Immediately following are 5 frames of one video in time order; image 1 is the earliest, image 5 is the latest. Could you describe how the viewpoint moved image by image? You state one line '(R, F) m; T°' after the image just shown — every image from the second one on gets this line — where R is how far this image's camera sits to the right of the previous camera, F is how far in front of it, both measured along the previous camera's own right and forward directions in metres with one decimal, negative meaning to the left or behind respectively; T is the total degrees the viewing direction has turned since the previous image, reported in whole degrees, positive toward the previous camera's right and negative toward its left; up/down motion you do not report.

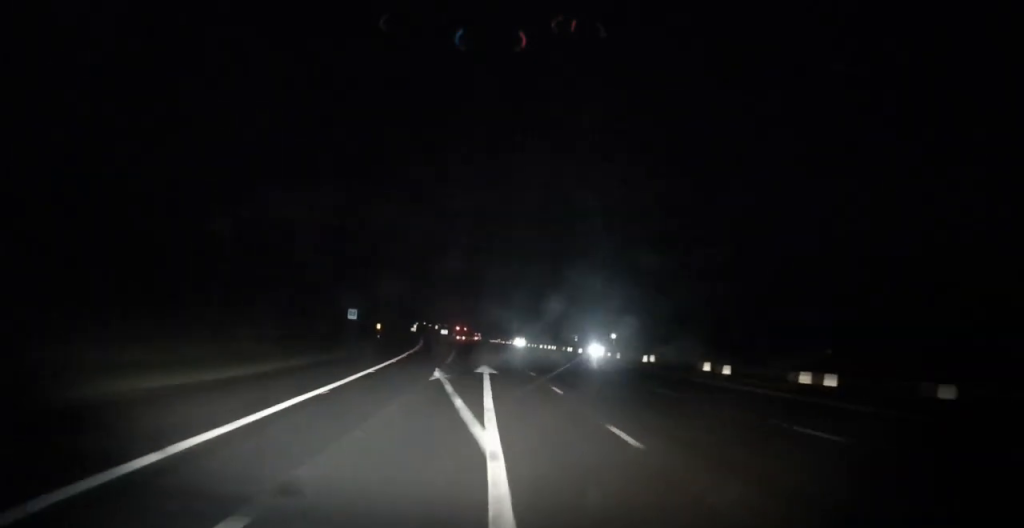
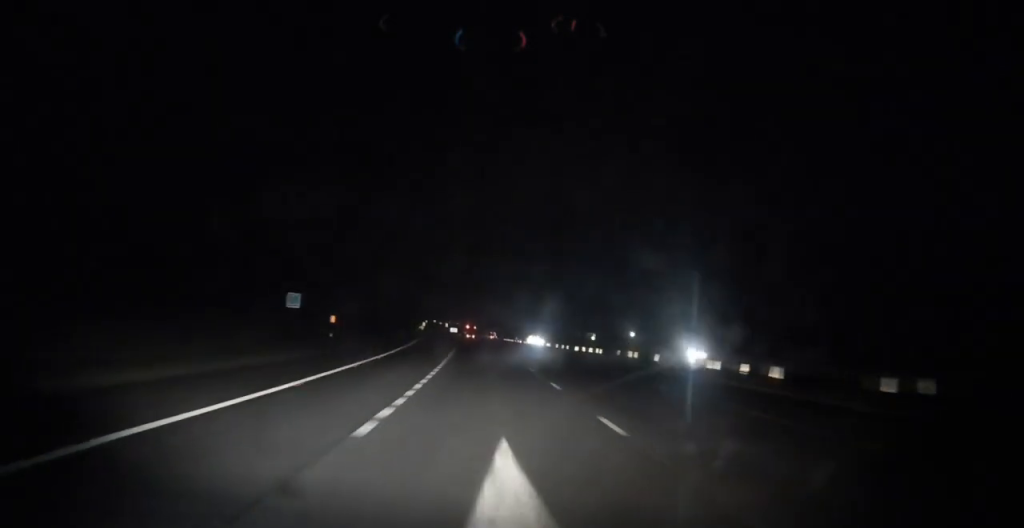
(-0.2, +25.8) m; -1°
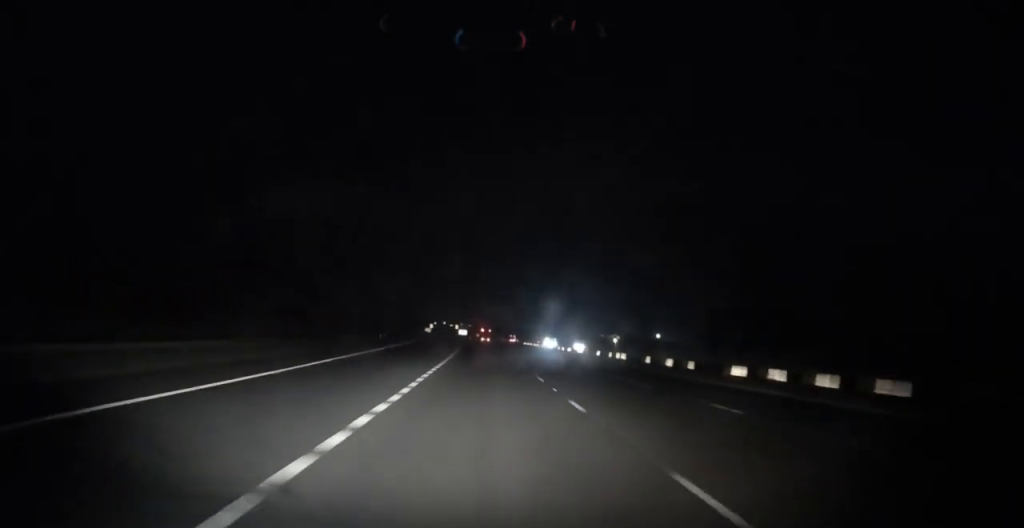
(-0.4, +41.4) m; -1°
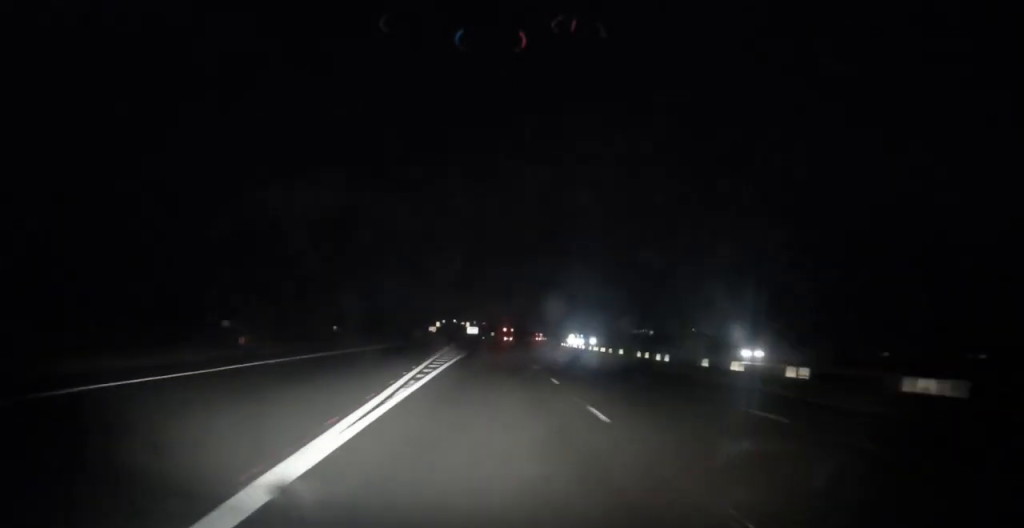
(-1.0, +56.2) m; -2°
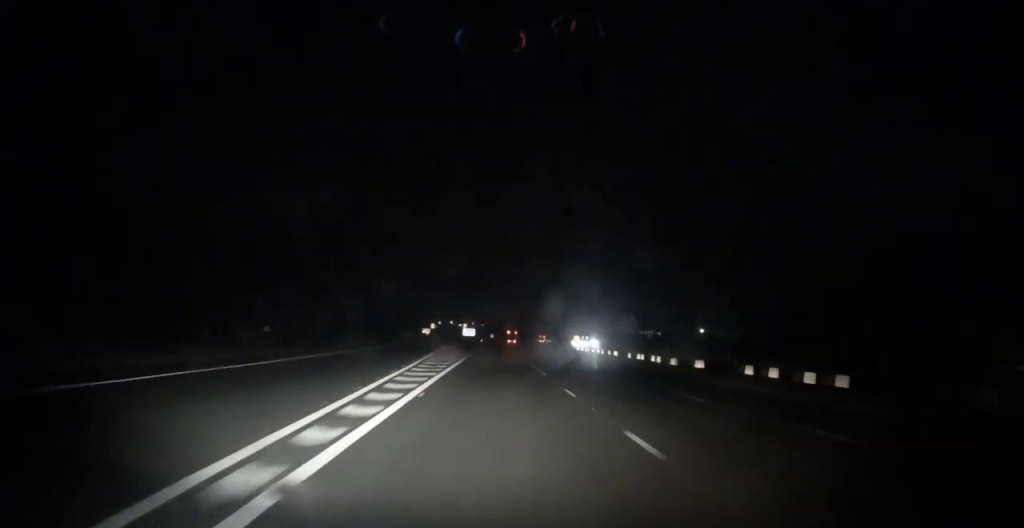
(0.0, +21.4) m; 0°
